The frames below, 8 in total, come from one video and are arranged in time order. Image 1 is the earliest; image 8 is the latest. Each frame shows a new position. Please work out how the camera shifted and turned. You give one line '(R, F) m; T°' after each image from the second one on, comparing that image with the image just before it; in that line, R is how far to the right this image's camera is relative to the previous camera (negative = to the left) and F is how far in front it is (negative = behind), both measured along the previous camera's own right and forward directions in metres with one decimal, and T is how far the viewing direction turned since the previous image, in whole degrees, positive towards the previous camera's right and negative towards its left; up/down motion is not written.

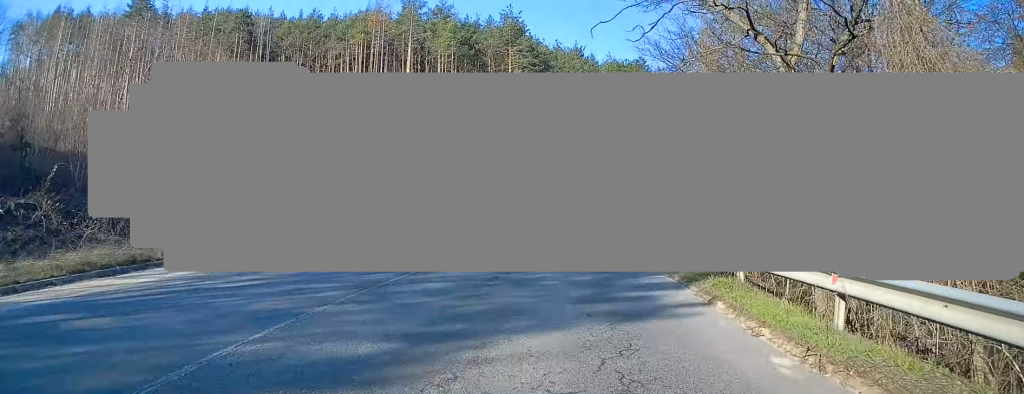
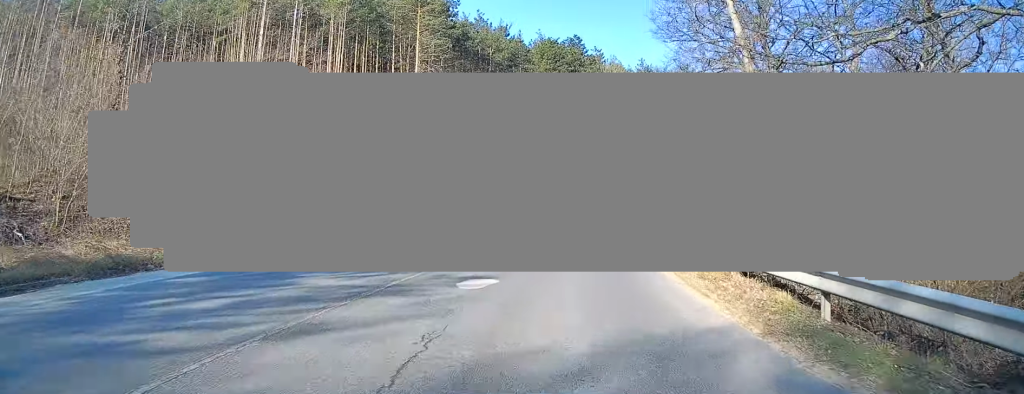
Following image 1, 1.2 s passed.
(+1.5, +15.5) m; +8°
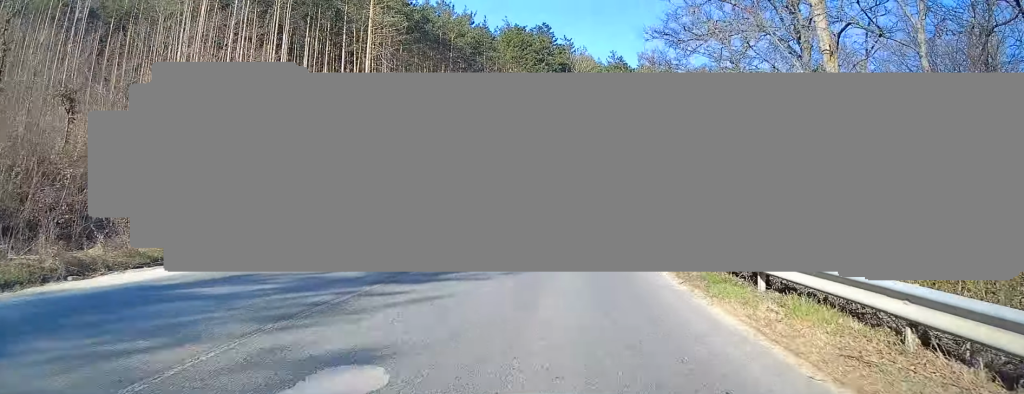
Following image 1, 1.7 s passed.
(+0.1, +6.1) m; +2°
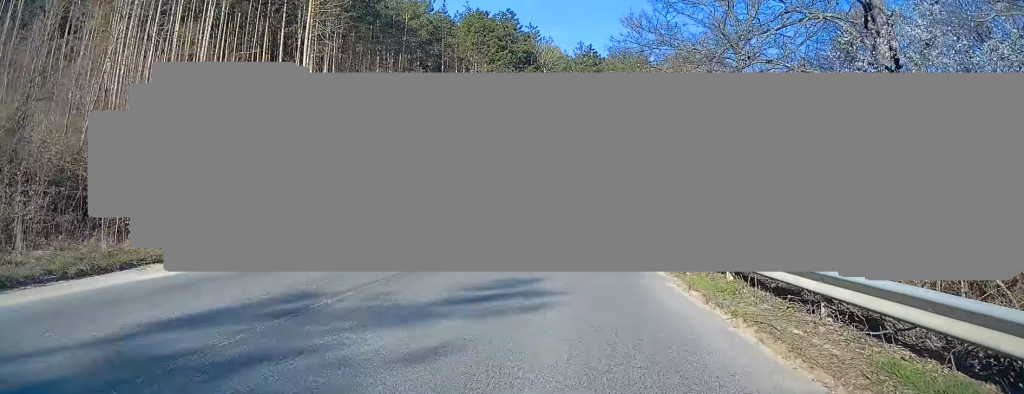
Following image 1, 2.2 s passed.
(-0.2, +6.6) m; +2°
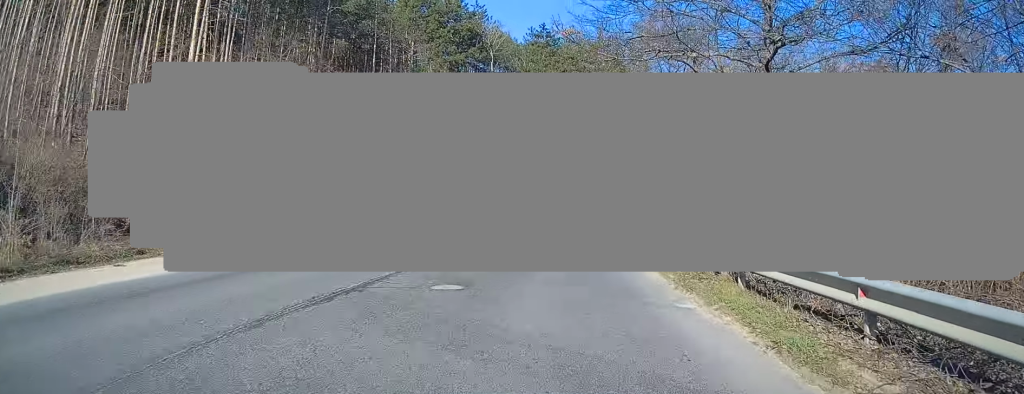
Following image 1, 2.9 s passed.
(+0.5, +9.3) m; +5°
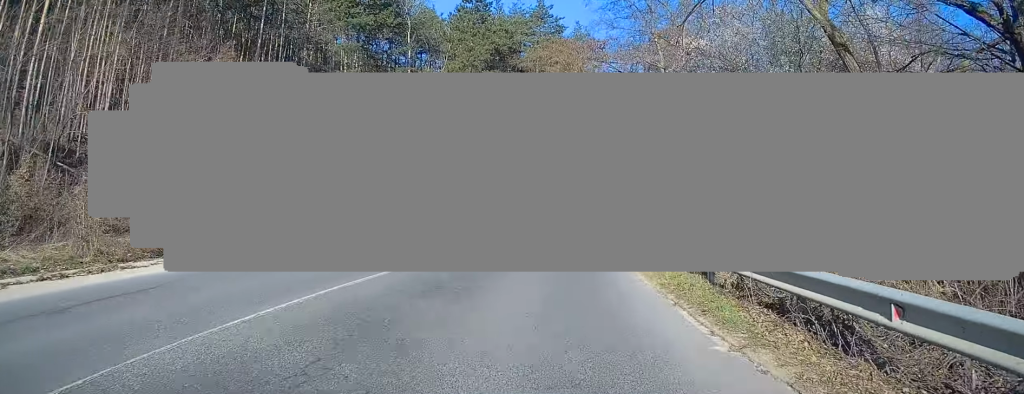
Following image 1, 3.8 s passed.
(+0.8, +12.9) m; +7°
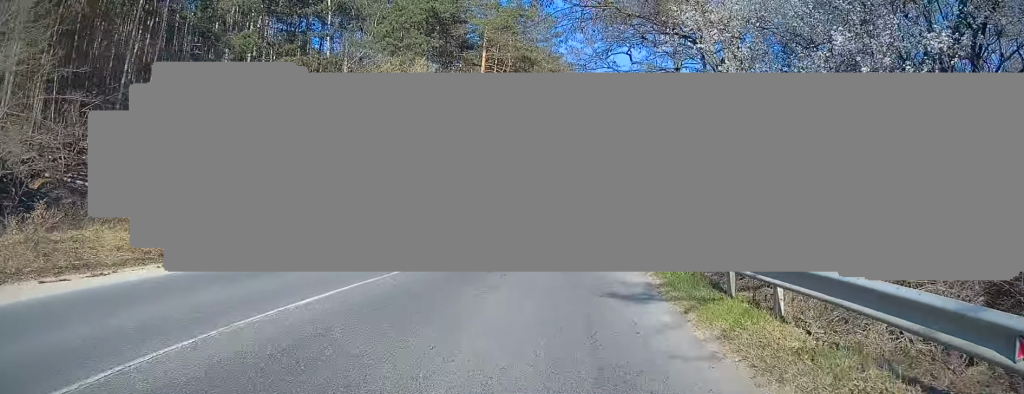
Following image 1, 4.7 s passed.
(+0.6, +11.1) m; +5°
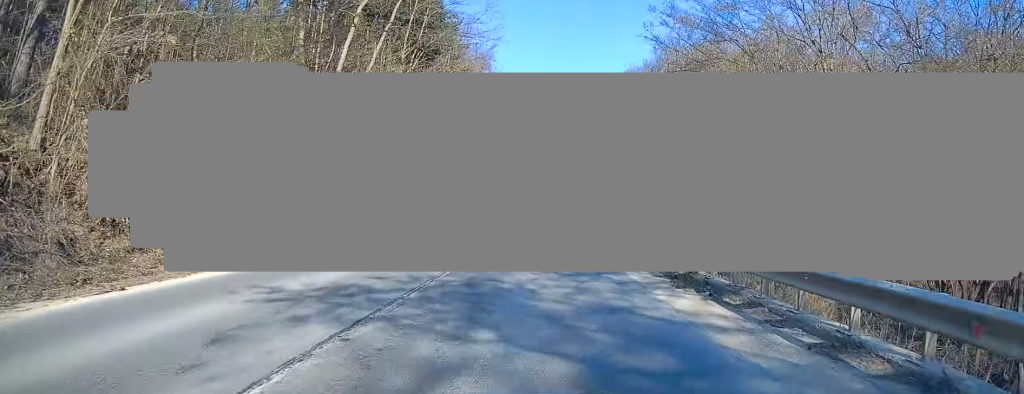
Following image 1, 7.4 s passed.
(+3.4, +37.9) m; +11°
